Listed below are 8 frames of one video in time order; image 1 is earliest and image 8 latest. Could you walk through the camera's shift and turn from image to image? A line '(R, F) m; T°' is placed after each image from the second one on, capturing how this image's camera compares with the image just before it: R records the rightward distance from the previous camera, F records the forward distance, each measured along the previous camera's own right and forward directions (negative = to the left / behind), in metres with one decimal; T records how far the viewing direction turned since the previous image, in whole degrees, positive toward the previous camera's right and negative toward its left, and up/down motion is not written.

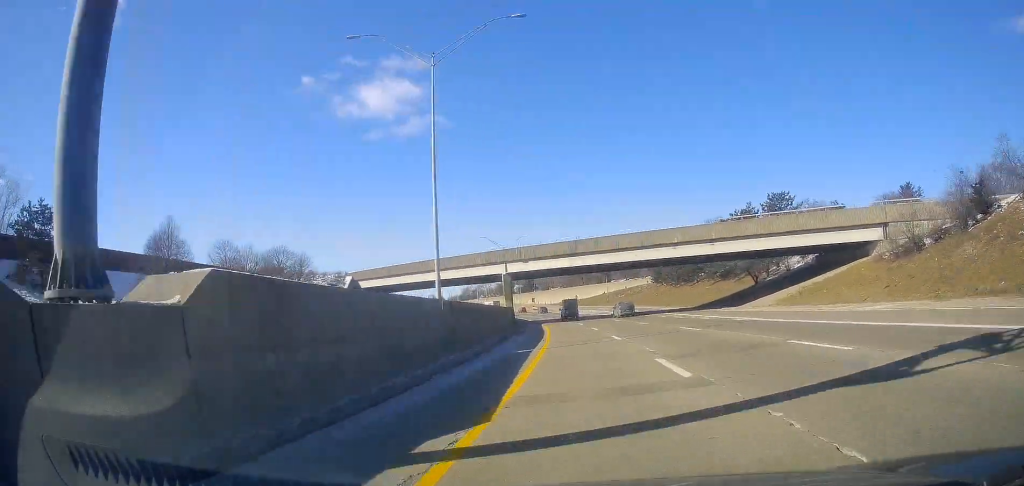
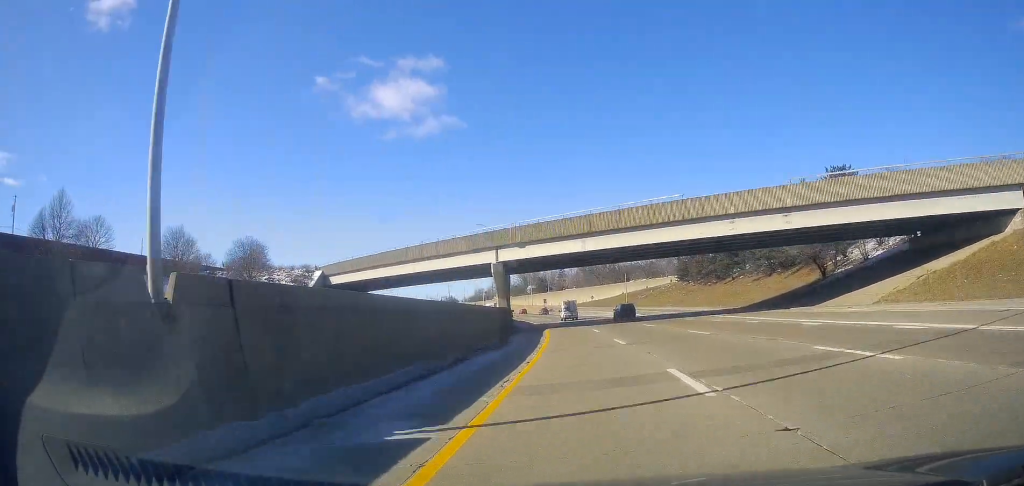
(+0.3, +17.8) m; -1°
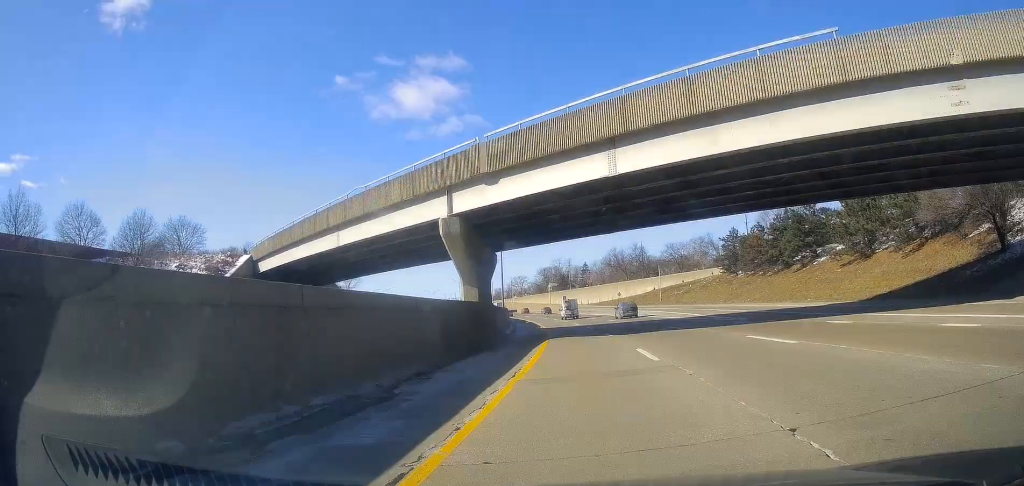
(+0.2, +25.0) m; -2°
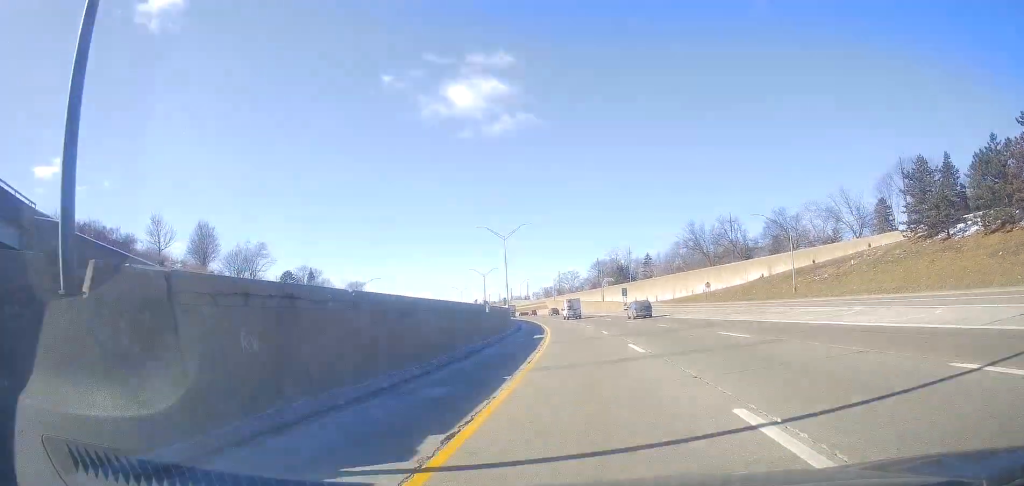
(-3.7, +57.2) m; -7°
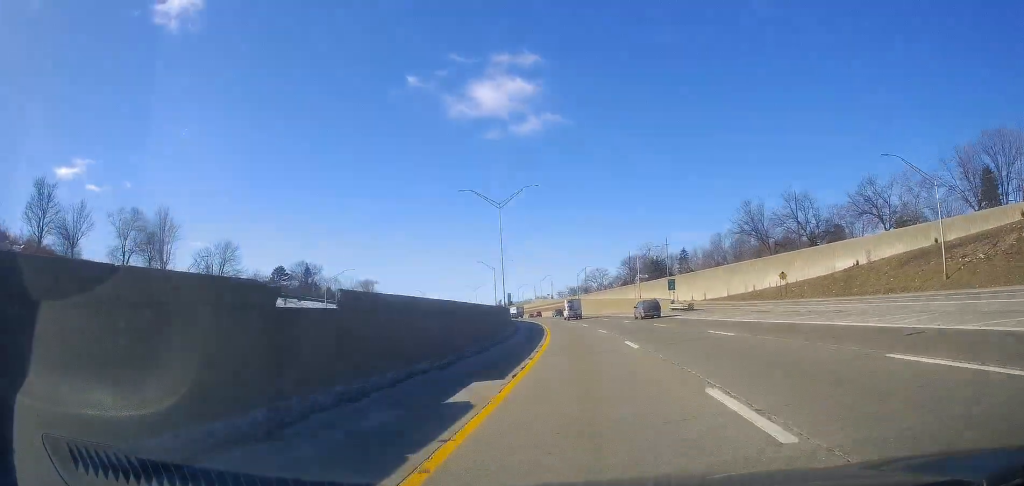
(-0.9, +28.7) m; -3°
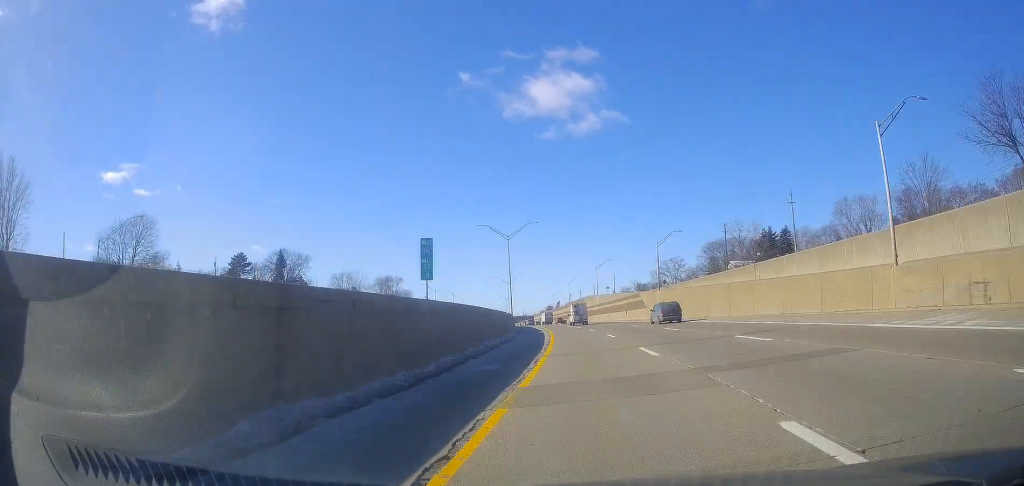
(-4.1, +64.1) m; -7°
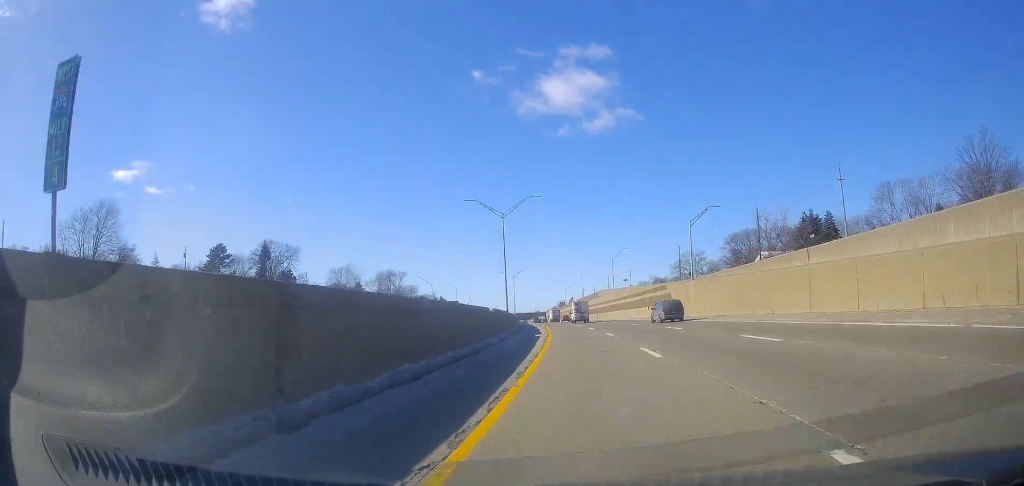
(0.0, +16.7) m; -1°
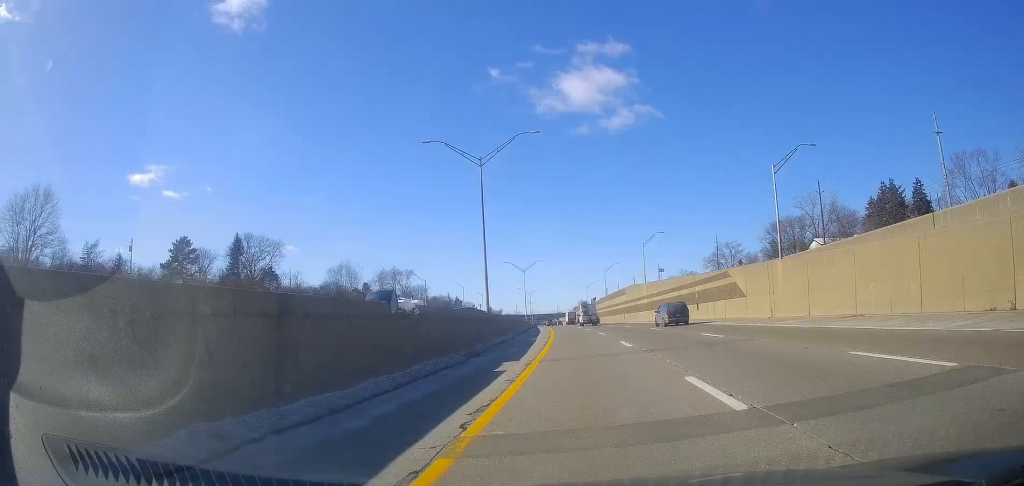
(-0.6, +23.8) m; -1°
